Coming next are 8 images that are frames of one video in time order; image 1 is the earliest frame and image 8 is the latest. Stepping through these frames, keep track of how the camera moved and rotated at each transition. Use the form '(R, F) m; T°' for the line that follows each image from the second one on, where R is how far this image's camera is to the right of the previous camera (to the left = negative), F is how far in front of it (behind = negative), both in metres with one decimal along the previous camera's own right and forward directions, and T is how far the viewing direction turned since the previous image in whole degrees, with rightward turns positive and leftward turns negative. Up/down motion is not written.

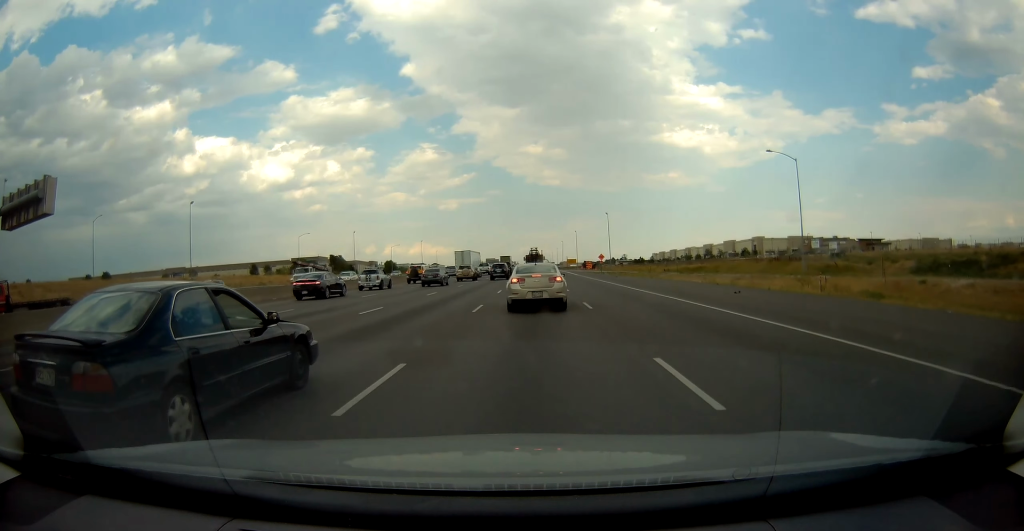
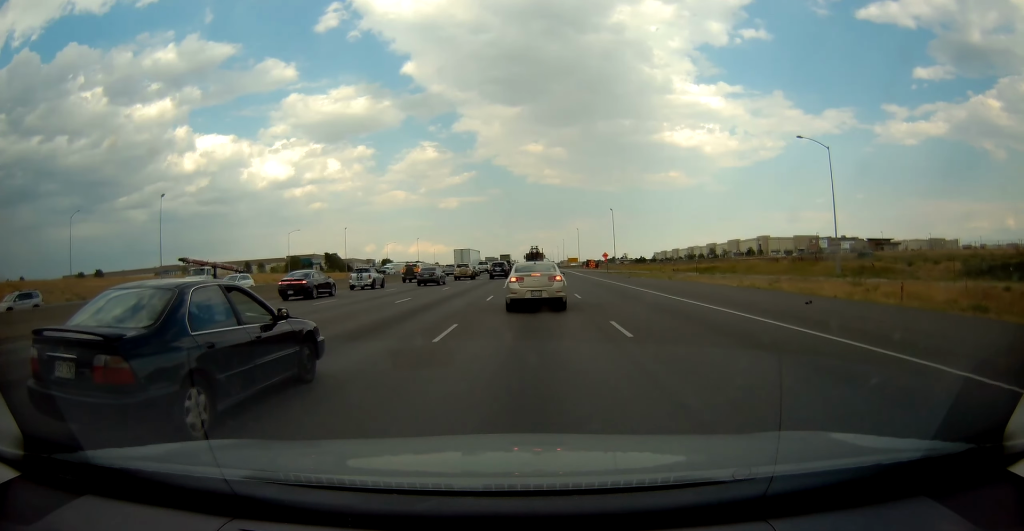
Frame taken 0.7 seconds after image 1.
(-0.1, +7.2) m; 0°
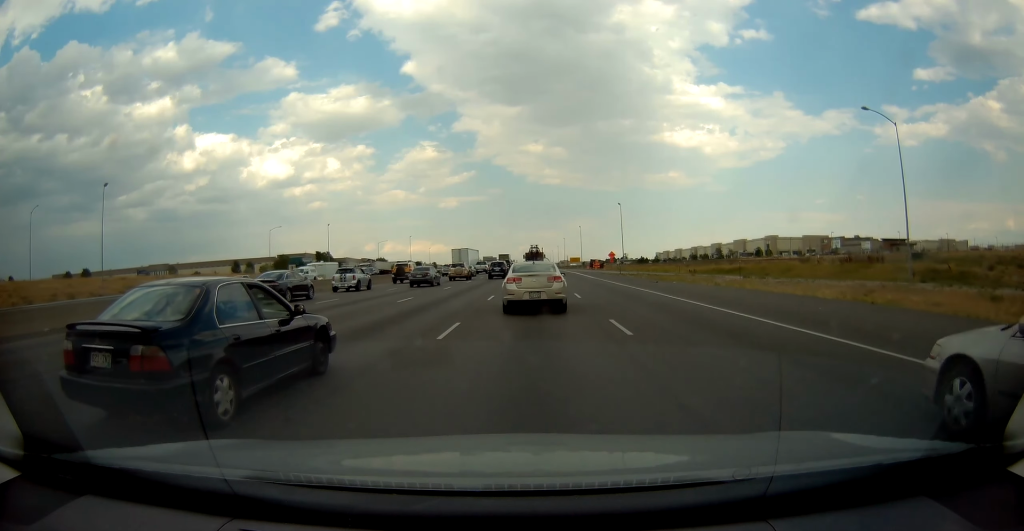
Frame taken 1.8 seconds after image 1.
(+0.3, +11.7) m; +1°
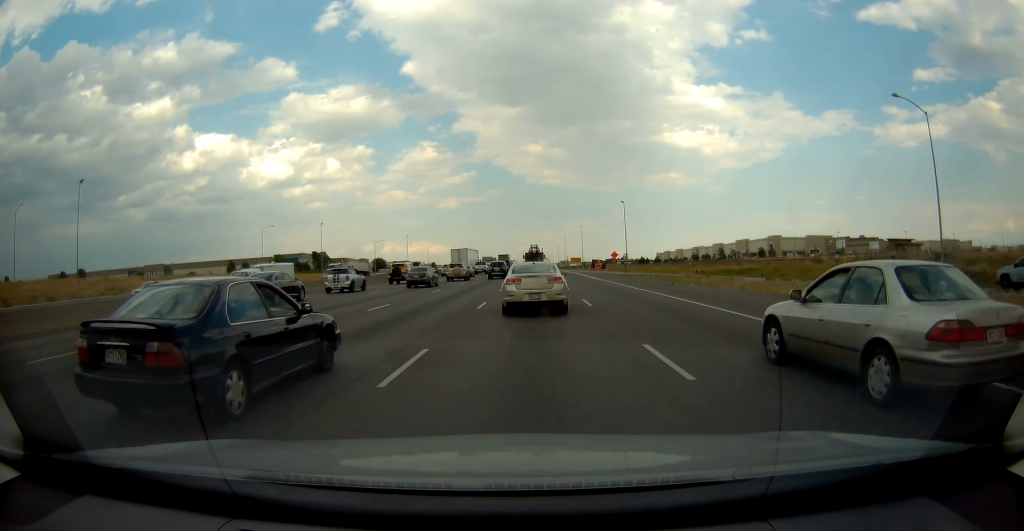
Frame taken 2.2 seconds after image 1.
(-0.1, +4.3) m; 0°
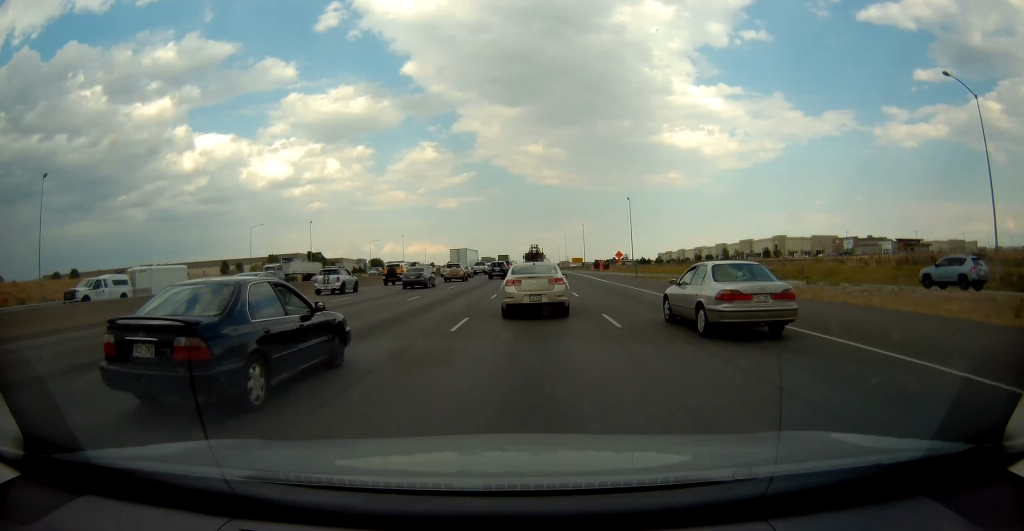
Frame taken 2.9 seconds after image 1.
(-0.1, +6.2) m; 0°
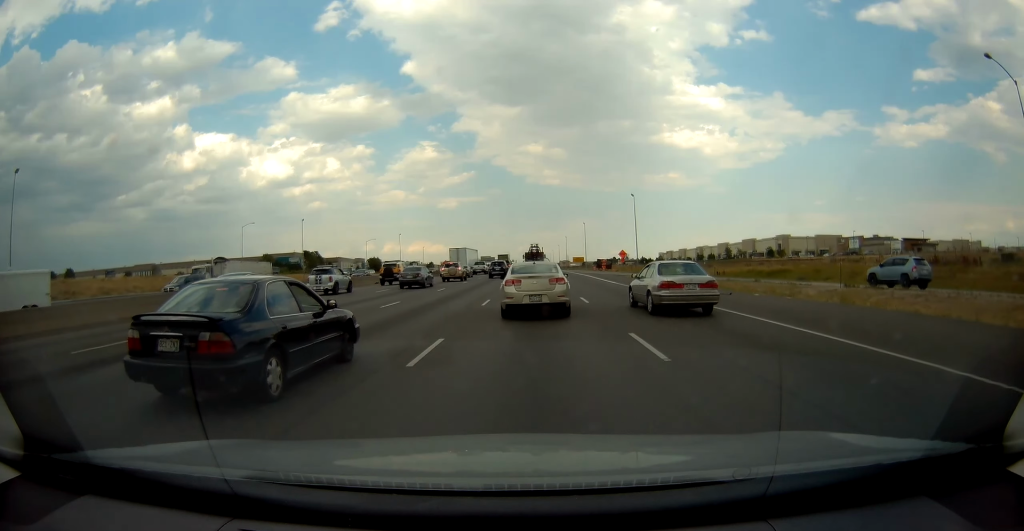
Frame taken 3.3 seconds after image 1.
(+0.1, +4.5) m; 0°
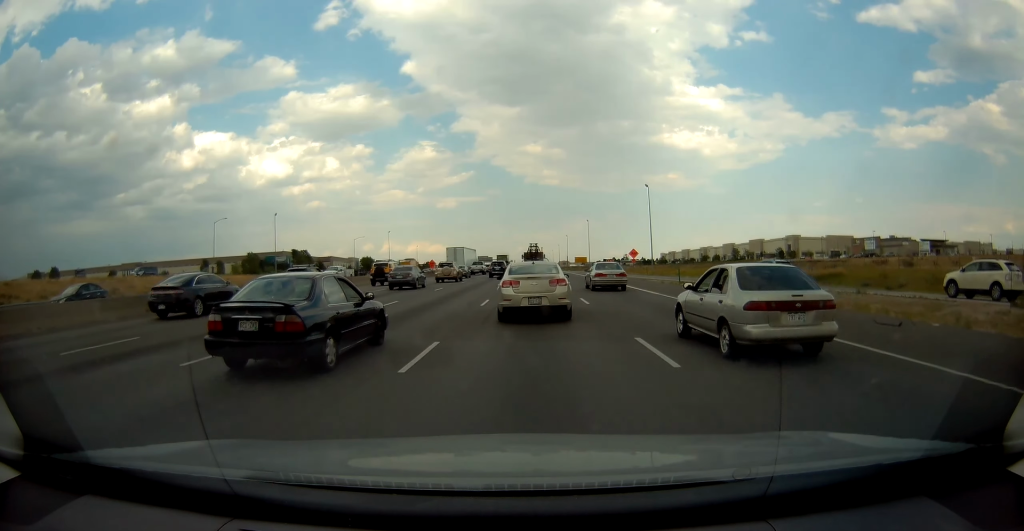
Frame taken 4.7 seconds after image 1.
(-0.1, +12.7) m; -1°
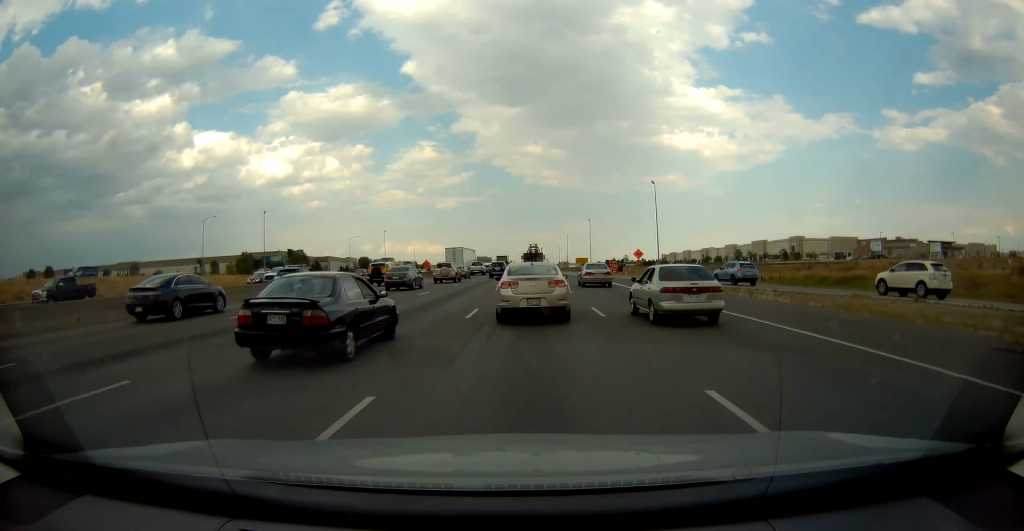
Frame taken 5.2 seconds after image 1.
(0.0, +4.4) m; 0°
